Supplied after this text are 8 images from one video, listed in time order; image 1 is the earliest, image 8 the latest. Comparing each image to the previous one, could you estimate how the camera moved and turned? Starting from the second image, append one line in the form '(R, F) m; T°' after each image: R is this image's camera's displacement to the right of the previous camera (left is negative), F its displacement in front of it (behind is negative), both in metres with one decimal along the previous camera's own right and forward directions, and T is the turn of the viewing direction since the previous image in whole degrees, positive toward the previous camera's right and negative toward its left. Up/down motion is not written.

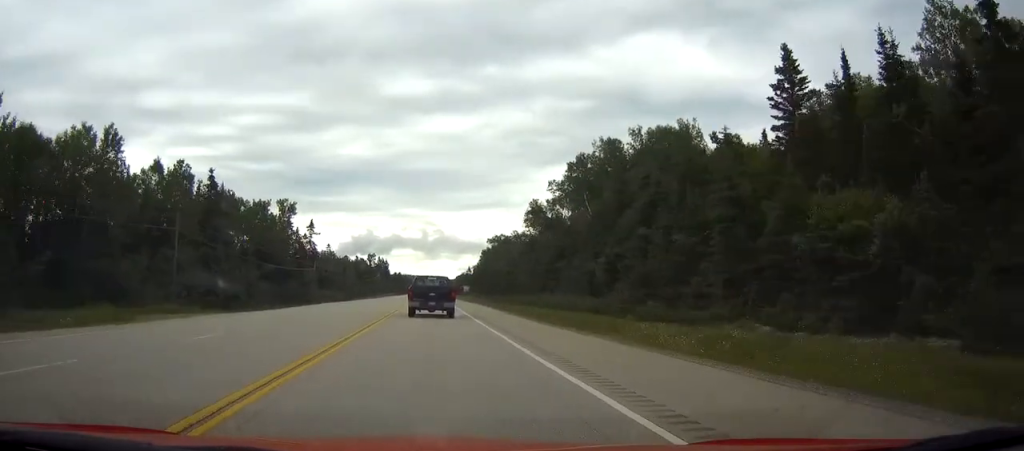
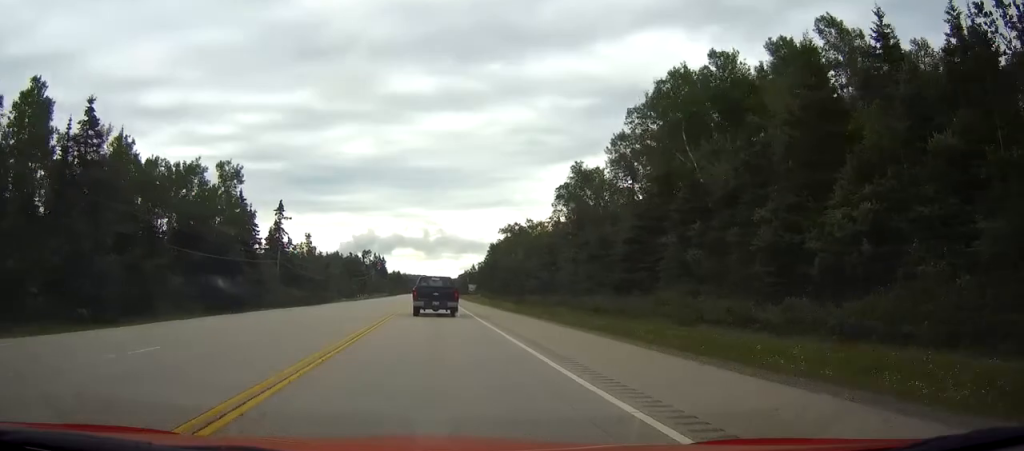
(0.0, +32.4) m; 0°
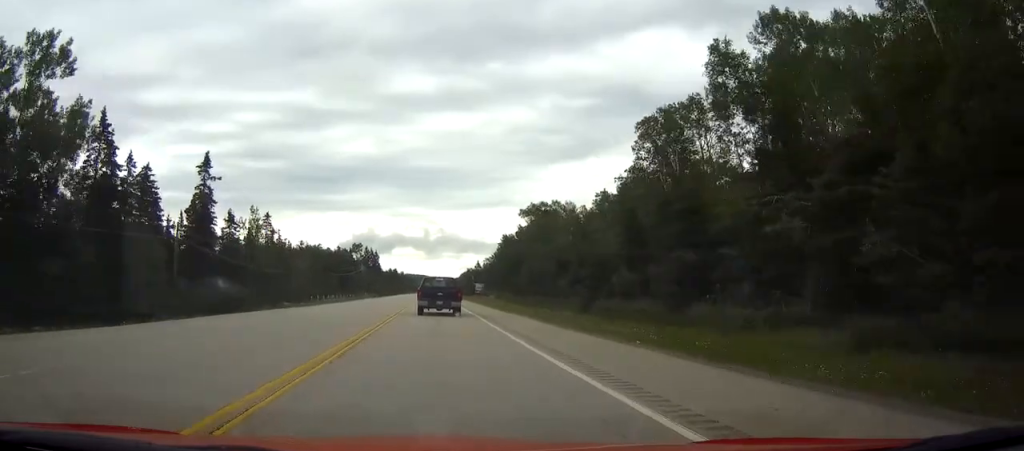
(+0.1, +41.3) m; 0°
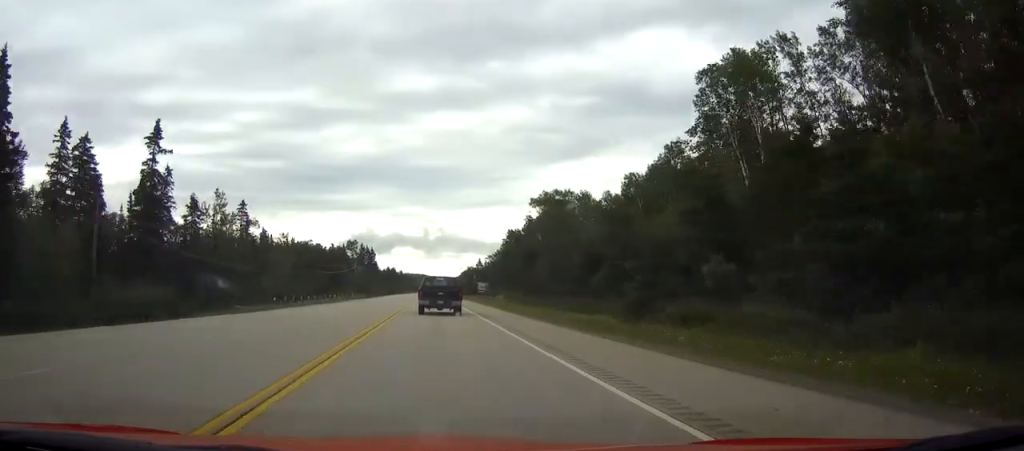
(0.0, +15.6) m; 0°
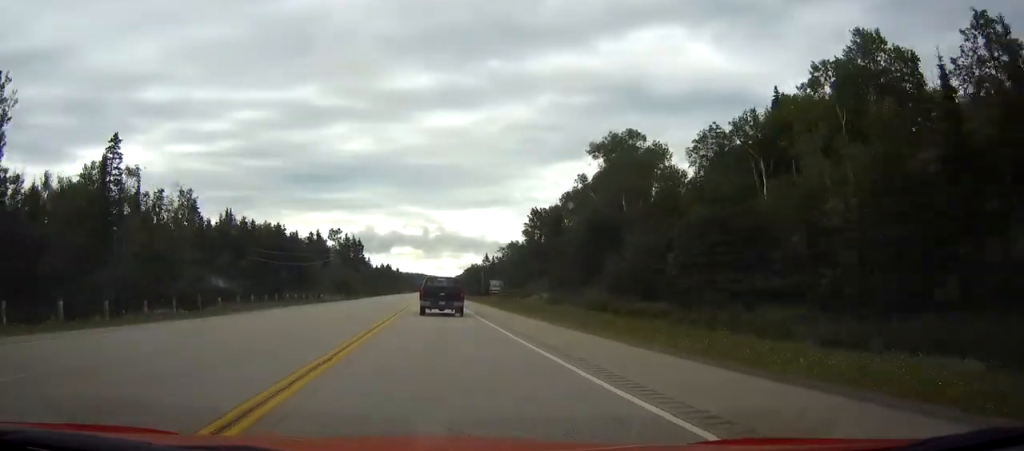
(+0.1, +44.9) m; 0°
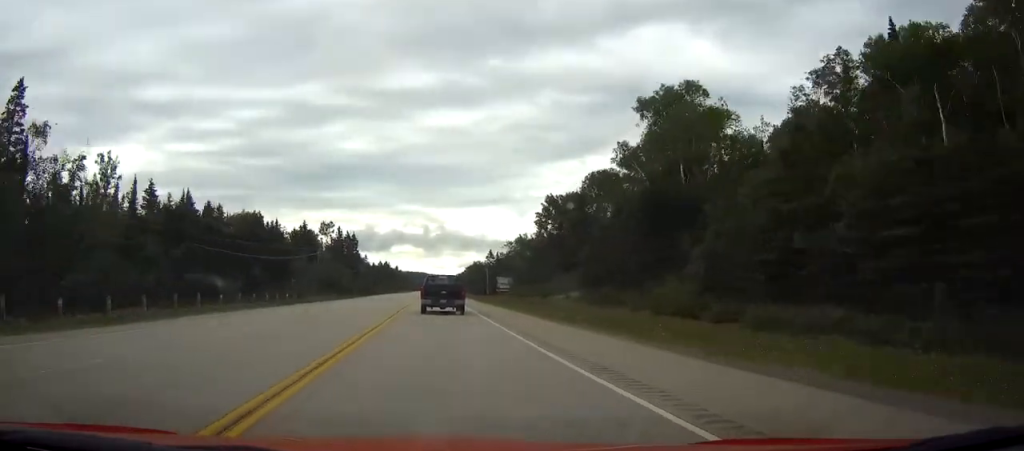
(-0.1, +17.7) m; 0°
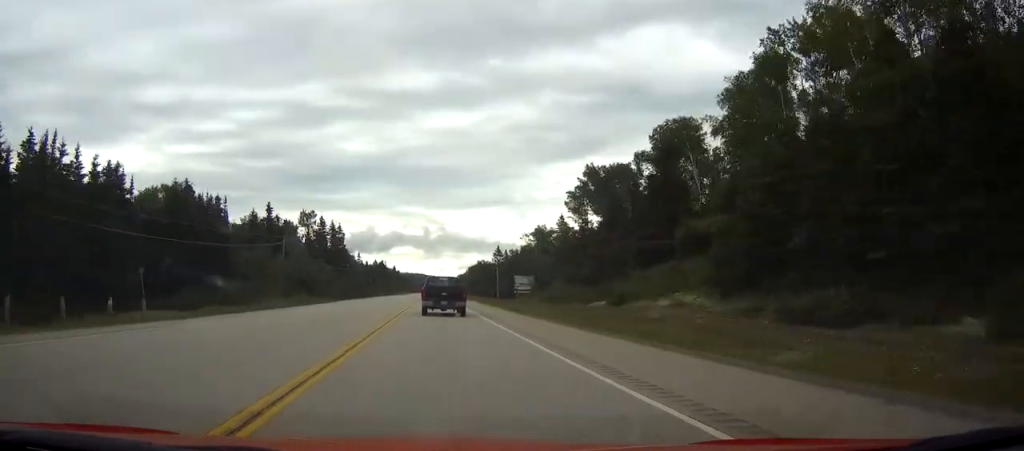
(+0.1, +31.4) m; 0°
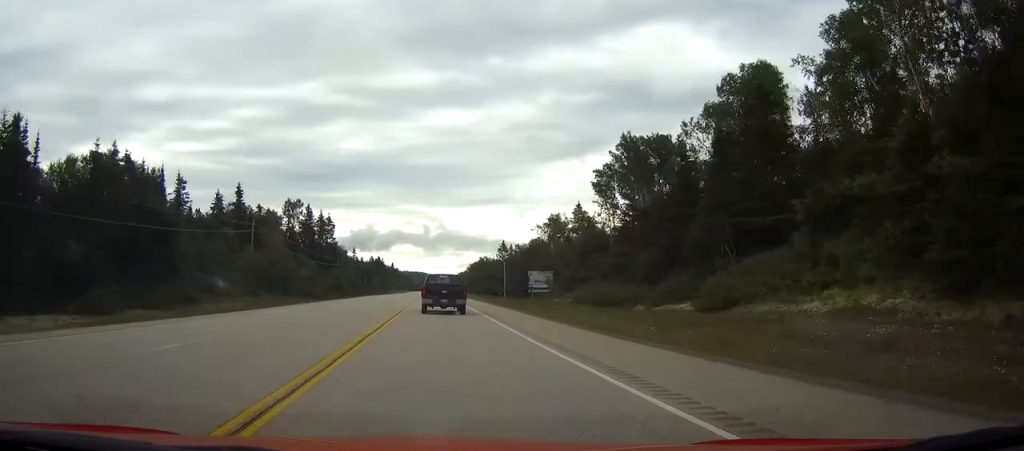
(0.0, +17.7) m; 0°
